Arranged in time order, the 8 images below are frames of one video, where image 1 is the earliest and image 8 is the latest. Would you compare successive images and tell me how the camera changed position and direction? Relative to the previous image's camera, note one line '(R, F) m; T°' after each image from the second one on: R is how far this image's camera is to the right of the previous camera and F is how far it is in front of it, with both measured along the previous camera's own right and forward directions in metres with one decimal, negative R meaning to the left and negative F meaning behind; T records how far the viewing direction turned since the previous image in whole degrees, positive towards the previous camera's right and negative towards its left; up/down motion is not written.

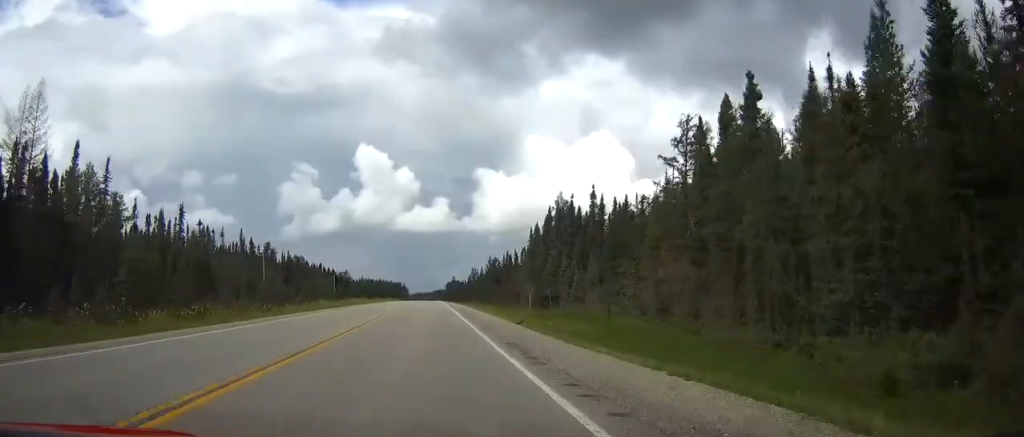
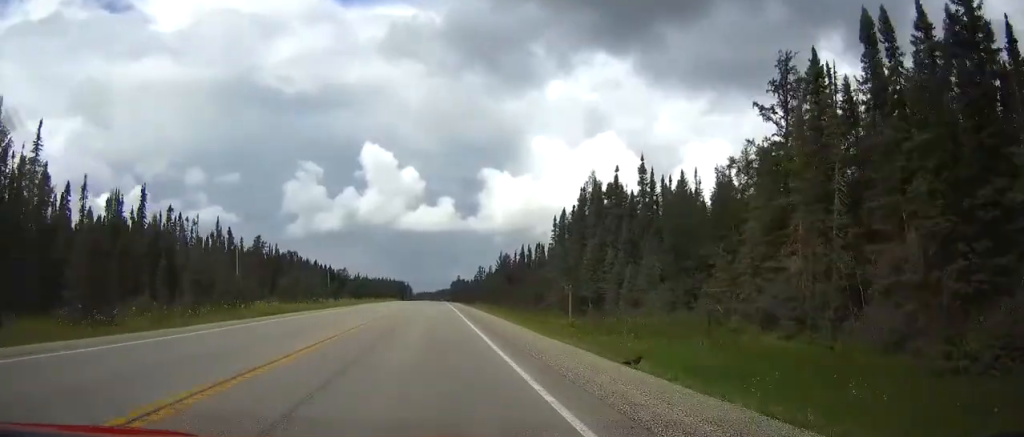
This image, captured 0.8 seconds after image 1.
(0.0, +19.8) m; 0°
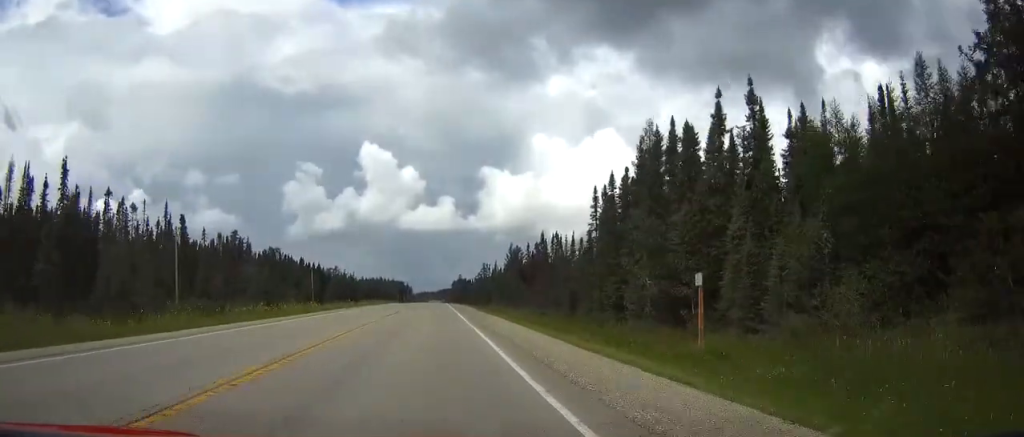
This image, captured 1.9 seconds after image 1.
(+0.1, +25.9) m; 0°
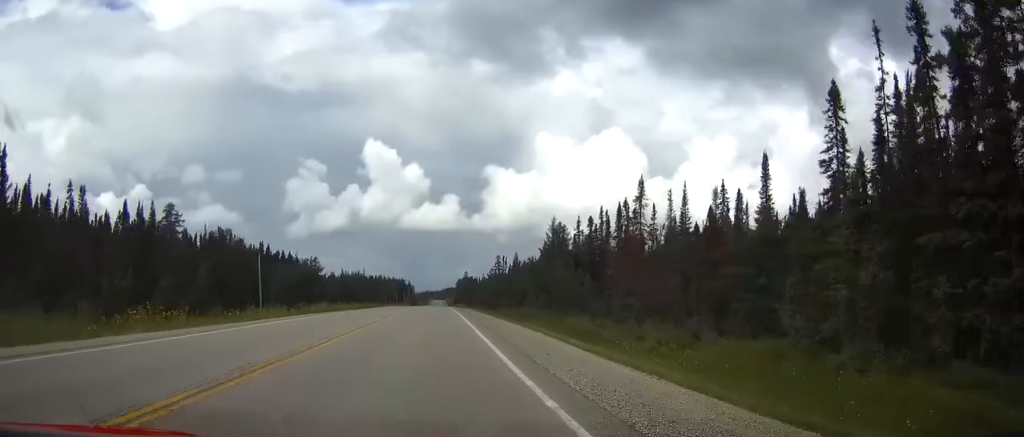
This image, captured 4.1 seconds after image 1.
(-0.3, +52.8) m; -1°
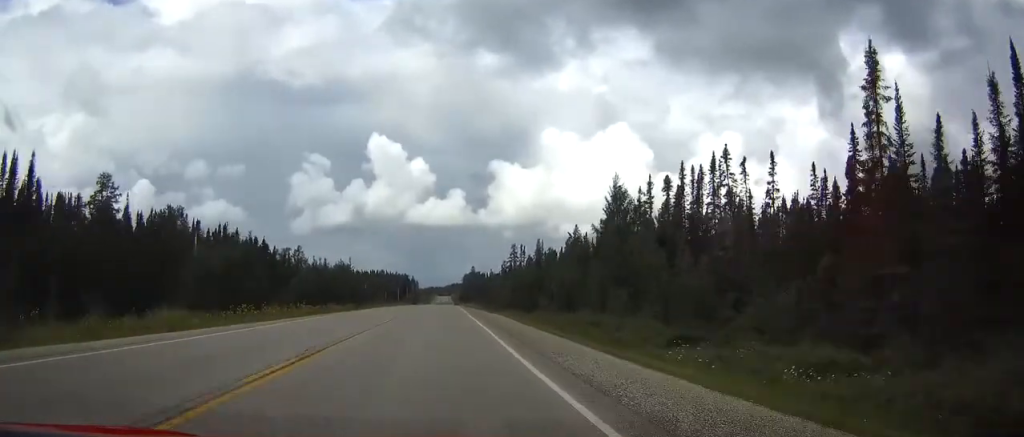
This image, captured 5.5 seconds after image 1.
(-0.1, +33.4) m; 0°
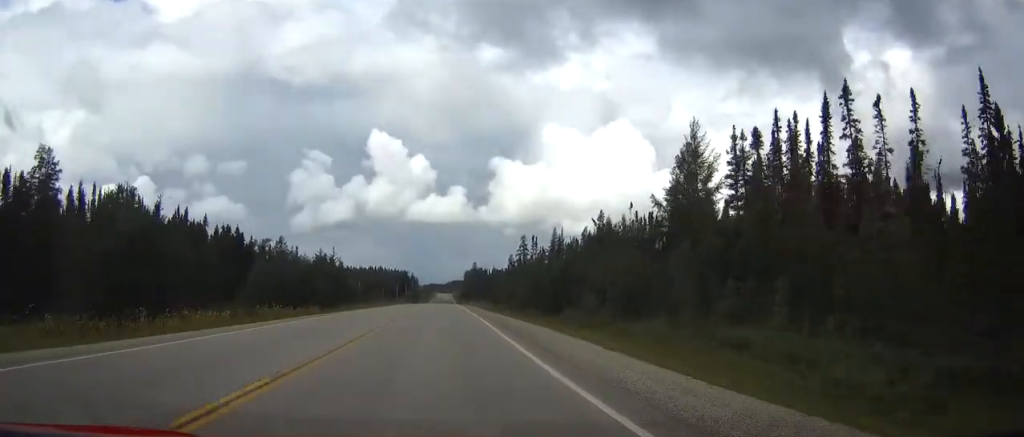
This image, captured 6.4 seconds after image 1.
(-0.1, +21.3) m; 0°
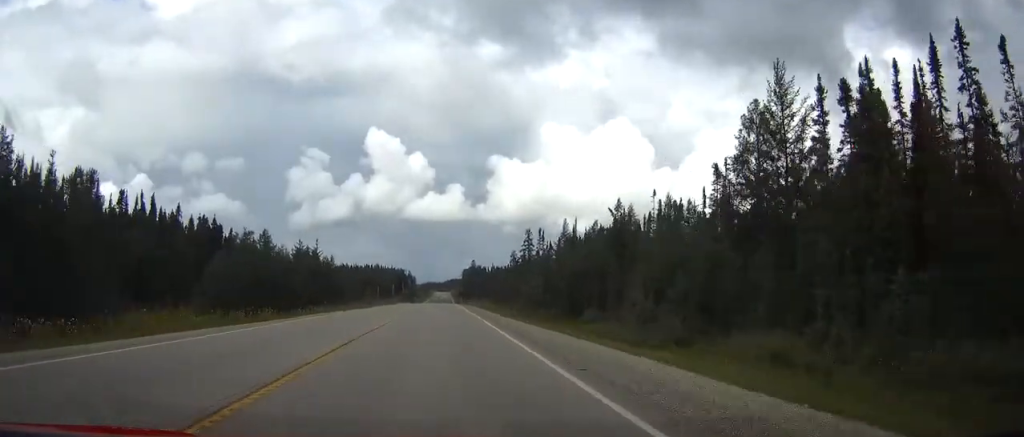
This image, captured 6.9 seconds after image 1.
(0.0, +13.3) m; 0°
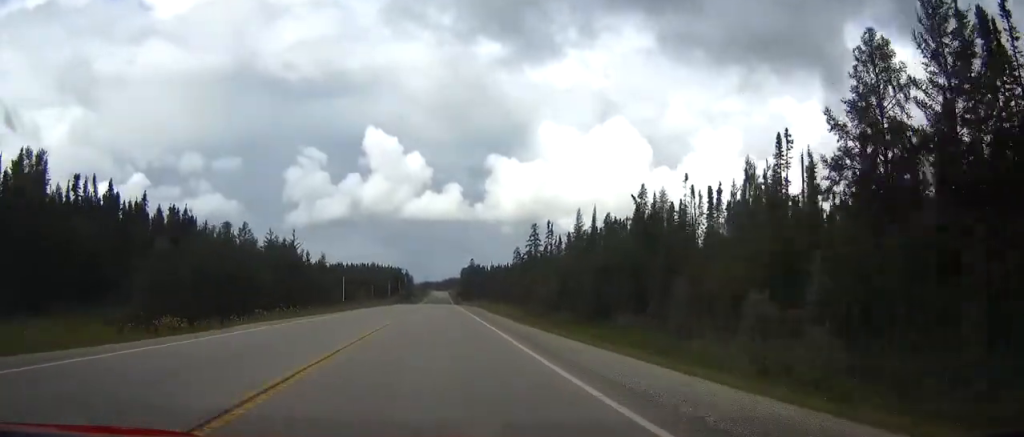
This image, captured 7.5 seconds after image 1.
(0.0, +14.0) m; 0°
